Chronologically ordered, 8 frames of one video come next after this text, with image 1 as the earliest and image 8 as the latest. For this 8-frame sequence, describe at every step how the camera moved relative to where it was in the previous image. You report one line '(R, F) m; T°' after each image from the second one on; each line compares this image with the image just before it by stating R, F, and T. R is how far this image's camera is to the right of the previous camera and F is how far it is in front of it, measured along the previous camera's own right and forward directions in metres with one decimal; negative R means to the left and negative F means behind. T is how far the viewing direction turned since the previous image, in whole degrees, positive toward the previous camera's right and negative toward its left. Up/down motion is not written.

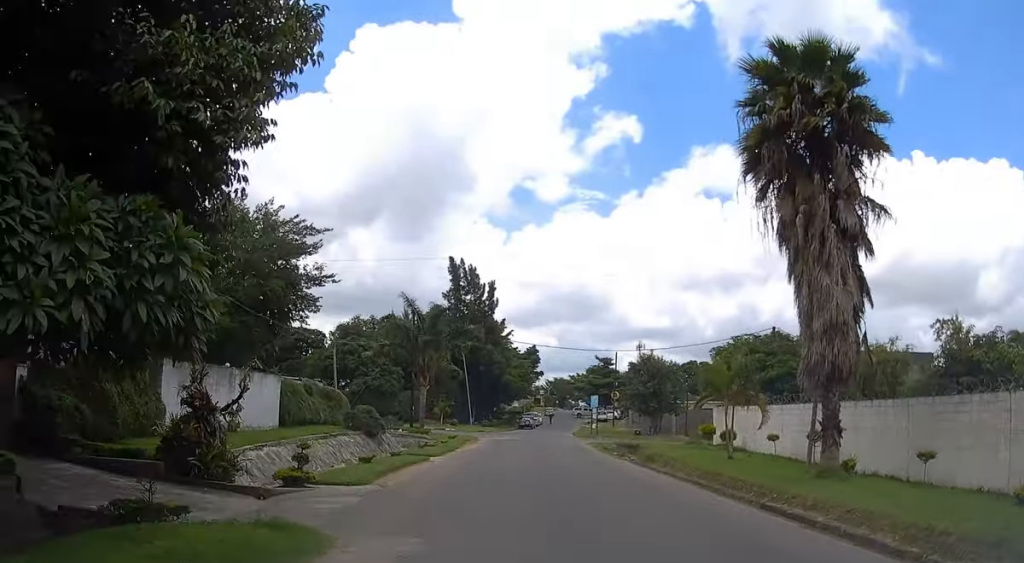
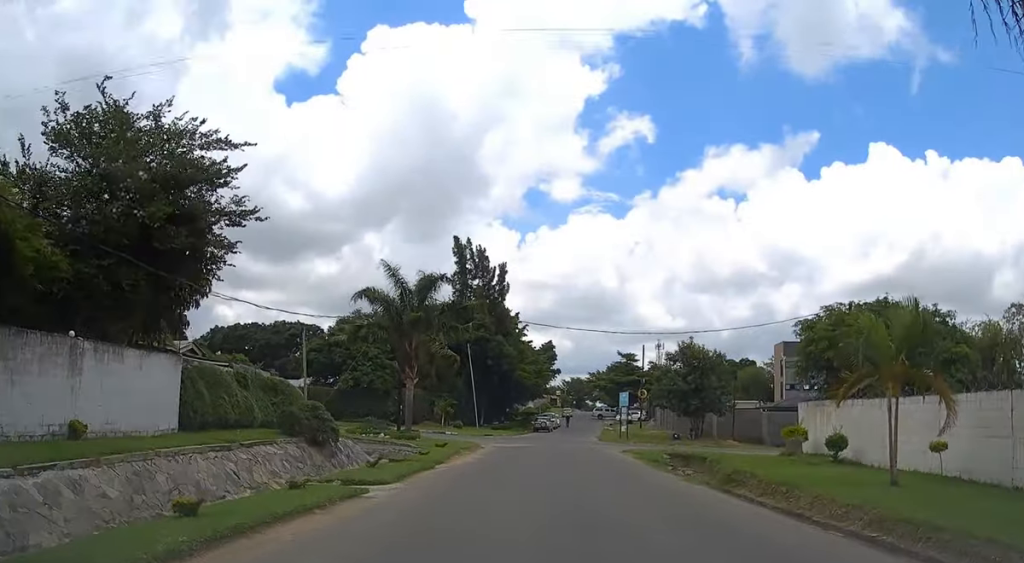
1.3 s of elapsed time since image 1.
(-0.2, +10.5) m; -2°
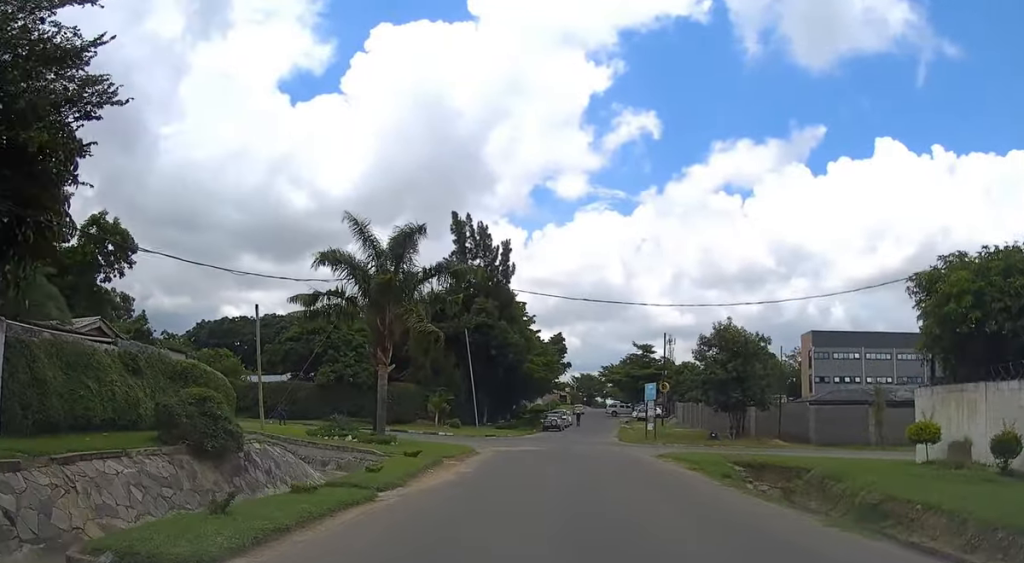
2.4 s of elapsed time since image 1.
(0.0, +8.6) m; -1°
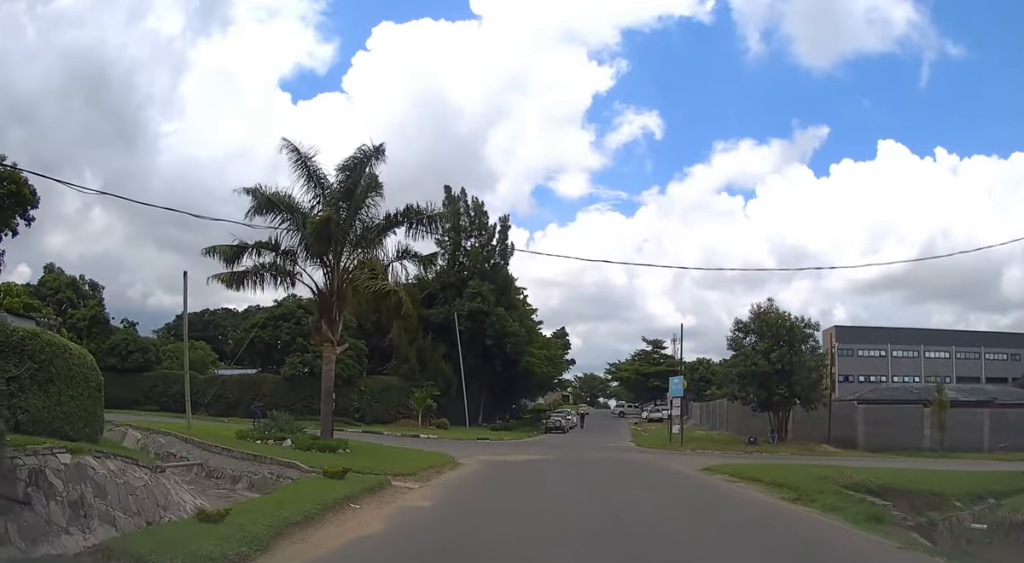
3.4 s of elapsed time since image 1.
(-0.2, +7.8) m; -1°
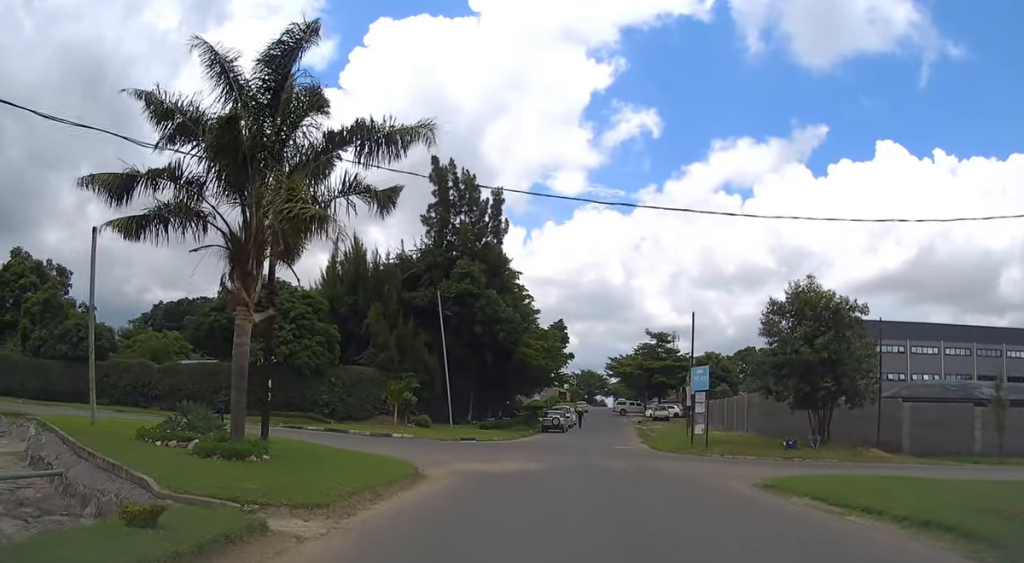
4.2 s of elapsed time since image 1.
(+0.1, +6.3) m; +2°
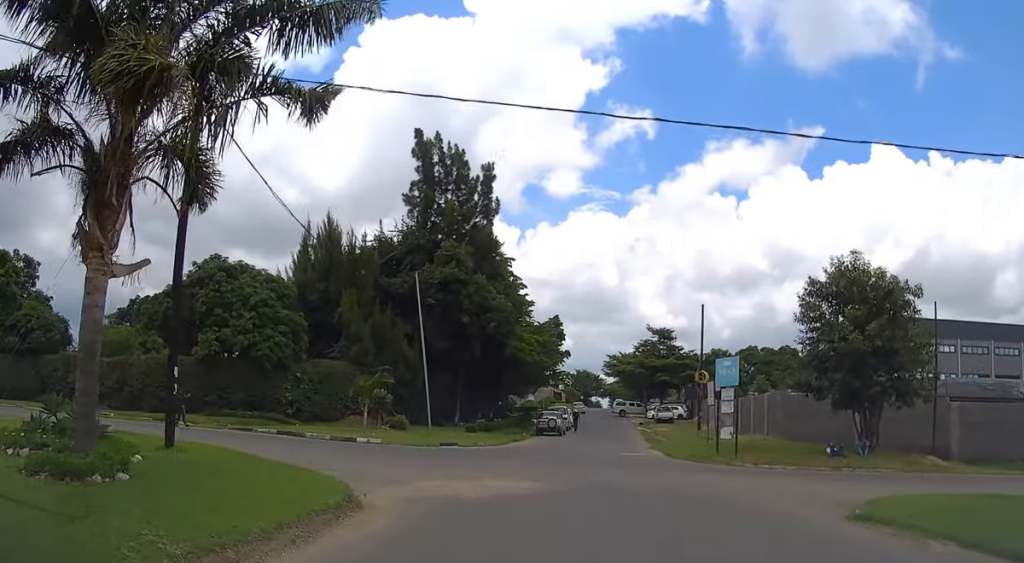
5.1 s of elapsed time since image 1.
(+0.1, +5.7) m; +1°
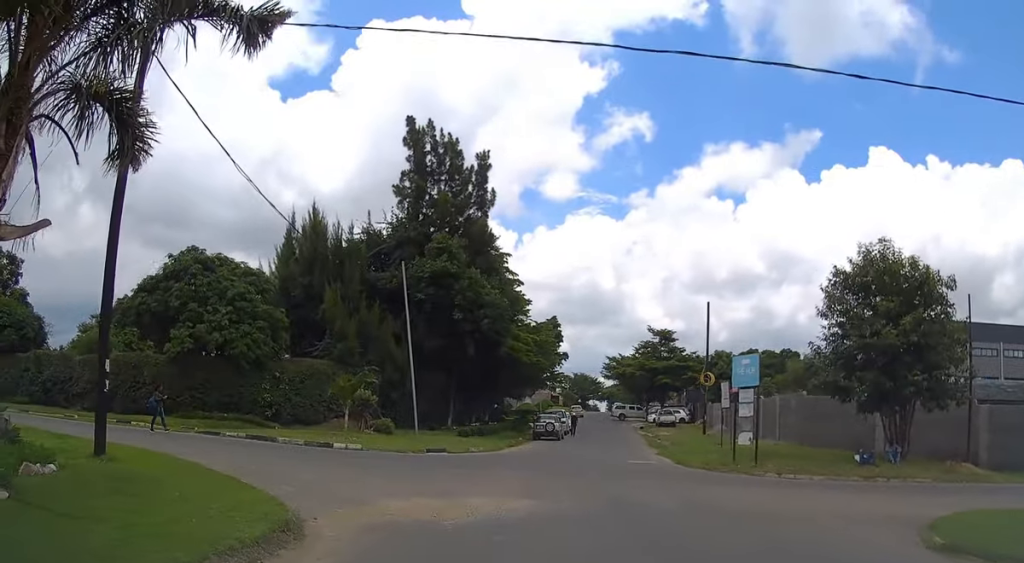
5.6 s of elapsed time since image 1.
(0.0, +3.1) m; 0°
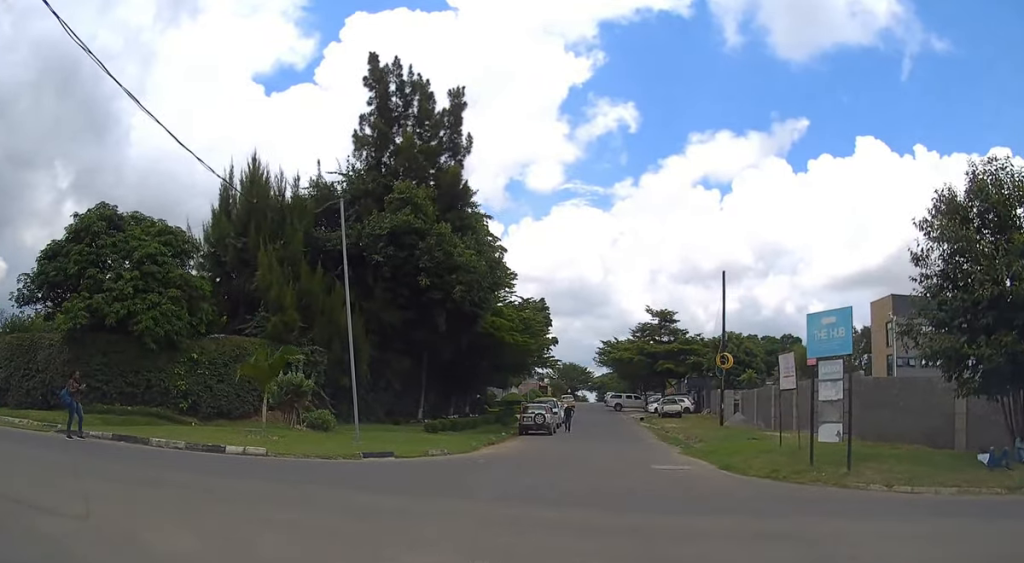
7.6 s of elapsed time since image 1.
(-0.1, +9.1) m; +2°
